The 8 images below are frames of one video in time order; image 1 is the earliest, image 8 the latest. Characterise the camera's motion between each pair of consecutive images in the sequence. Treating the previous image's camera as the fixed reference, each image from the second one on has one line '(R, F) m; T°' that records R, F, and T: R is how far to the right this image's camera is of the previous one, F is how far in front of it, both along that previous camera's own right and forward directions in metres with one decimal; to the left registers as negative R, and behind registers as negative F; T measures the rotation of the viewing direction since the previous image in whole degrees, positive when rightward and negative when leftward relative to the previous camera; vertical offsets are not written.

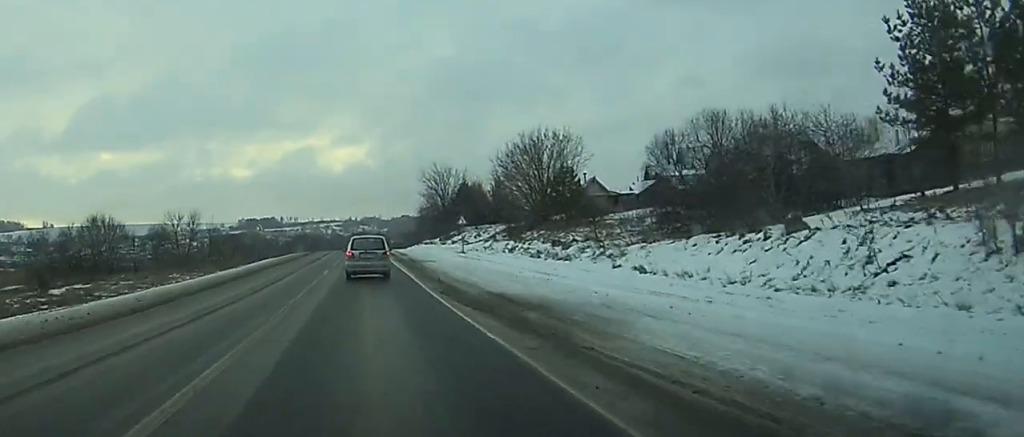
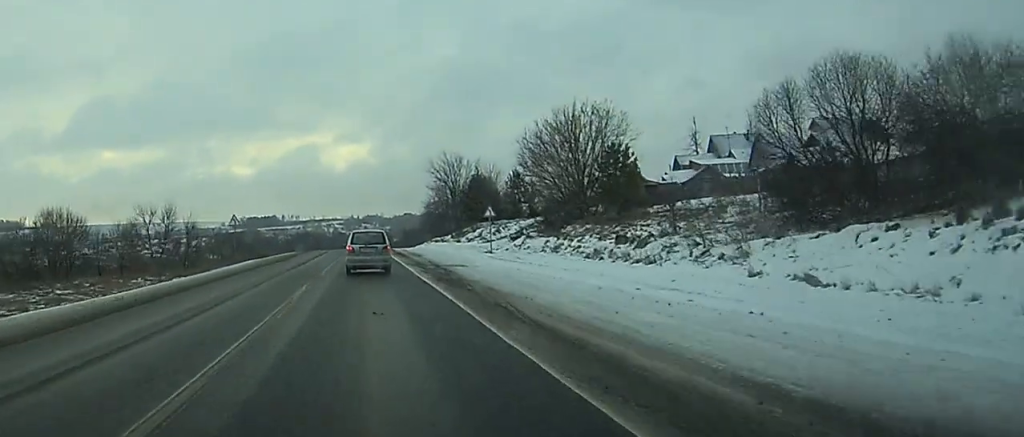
(-0.1, +14.1) m; 0°
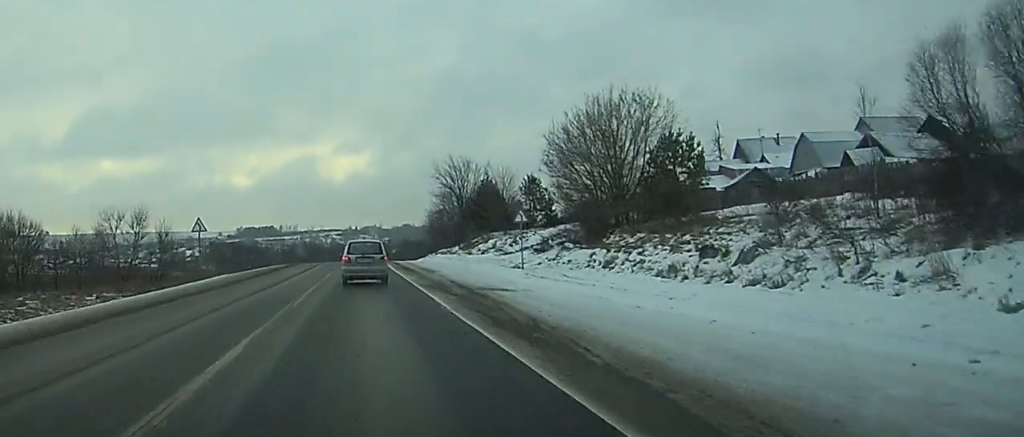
(0.0, +11.2) m; 0°
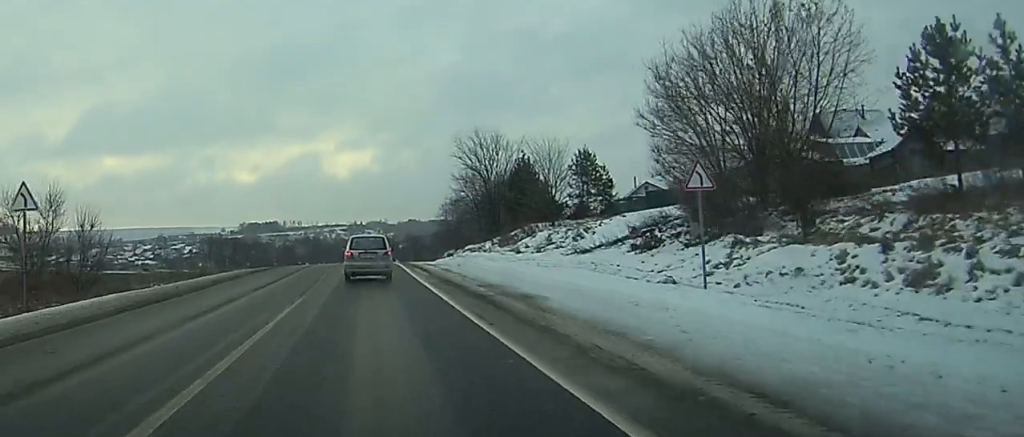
(0.0, +23.0) m; 0°
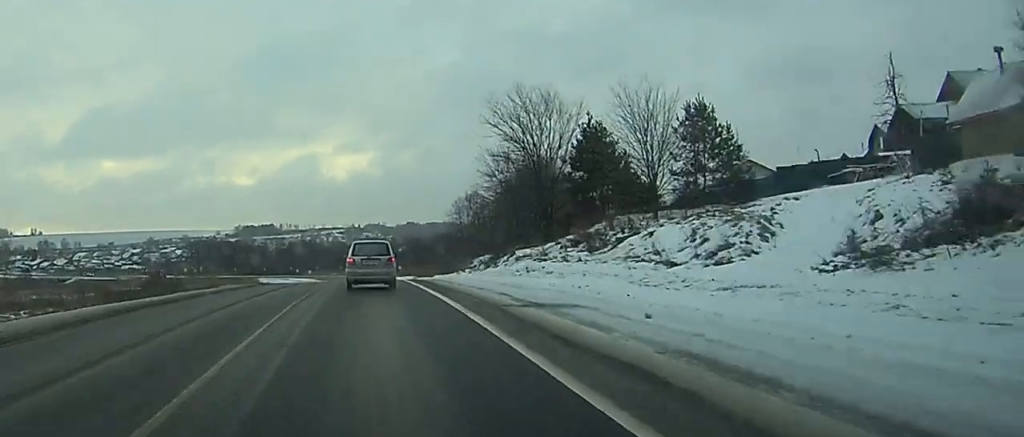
(0.0, +28.7) m; 0°
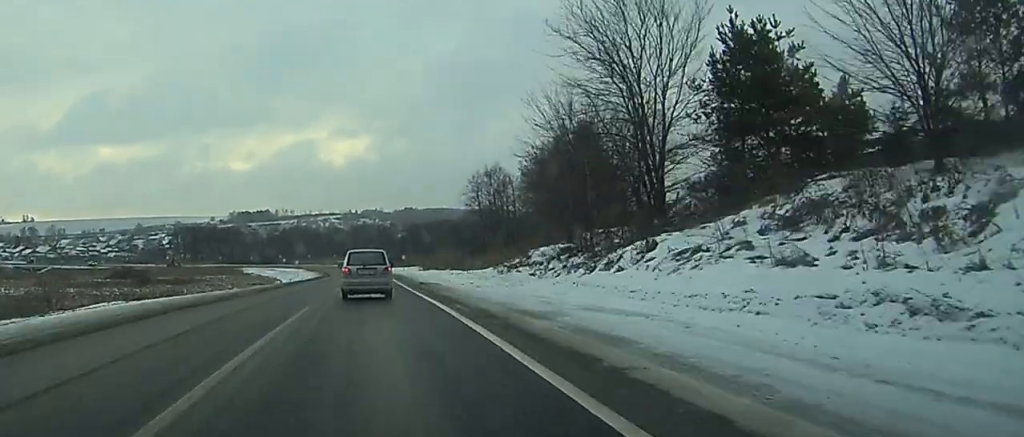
(+0.1, +27.4) m; 0°
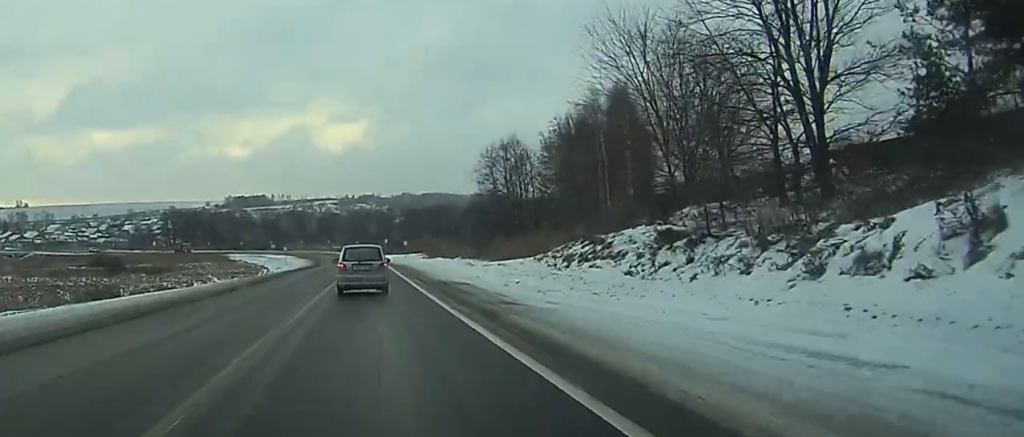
(0.0, +16.5) m; 0°
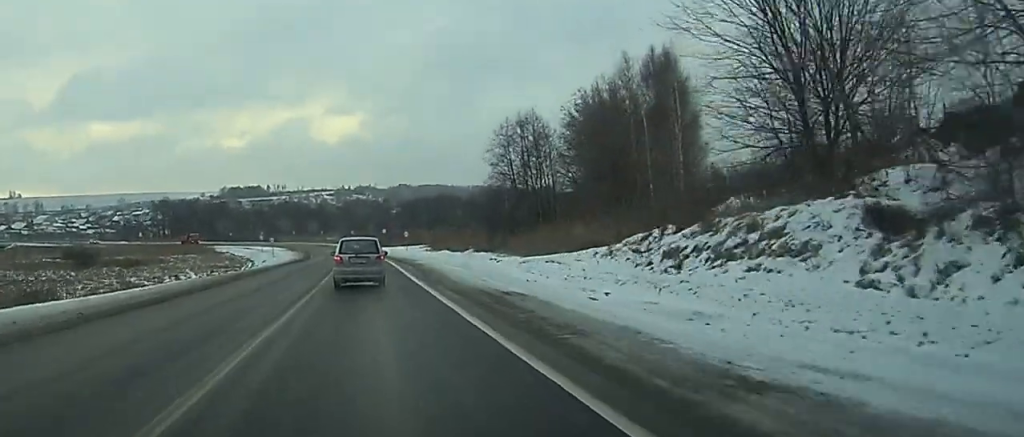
(0.0, +13.7) m; 0°
